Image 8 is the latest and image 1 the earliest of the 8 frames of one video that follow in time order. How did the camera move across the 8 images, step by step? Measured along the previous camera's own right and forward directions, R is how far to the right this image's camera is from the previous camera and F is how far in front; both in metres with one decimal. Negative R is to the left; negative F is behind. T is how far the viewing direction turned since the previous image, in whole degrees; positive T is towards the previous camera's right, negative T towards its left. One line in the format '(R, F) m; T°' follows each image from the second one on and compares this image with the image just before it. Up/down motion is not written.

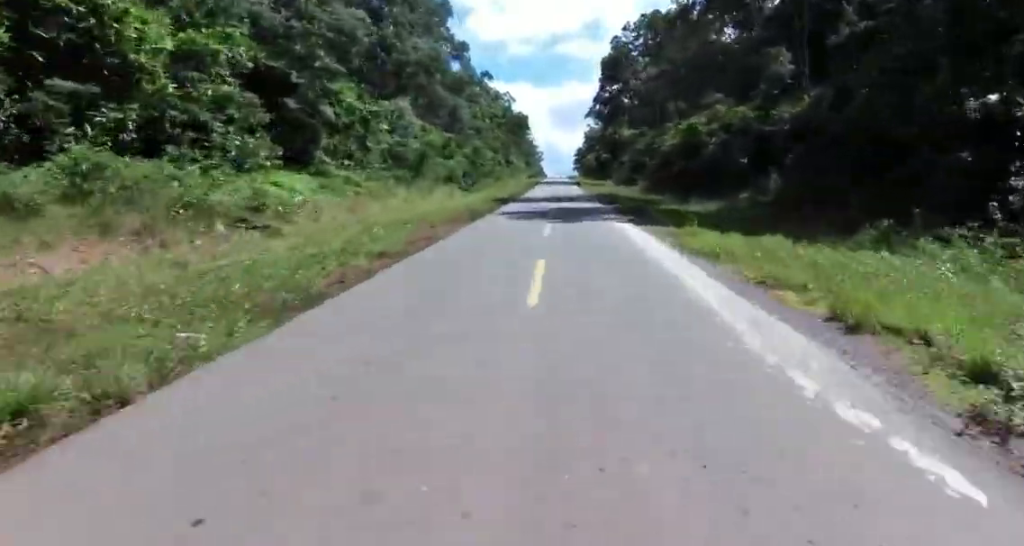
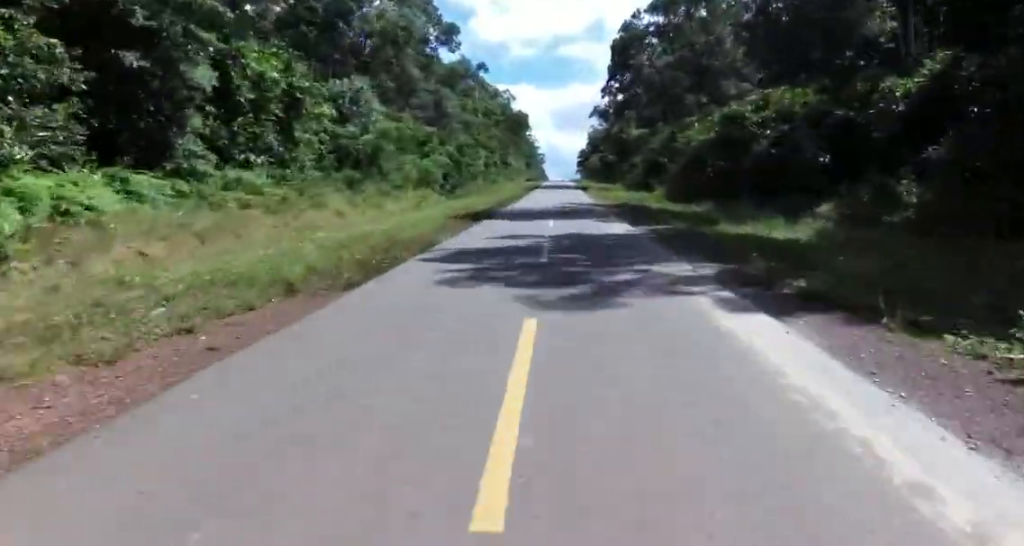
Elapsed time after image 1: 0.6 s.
(-0.2, +12.6) m; -1°
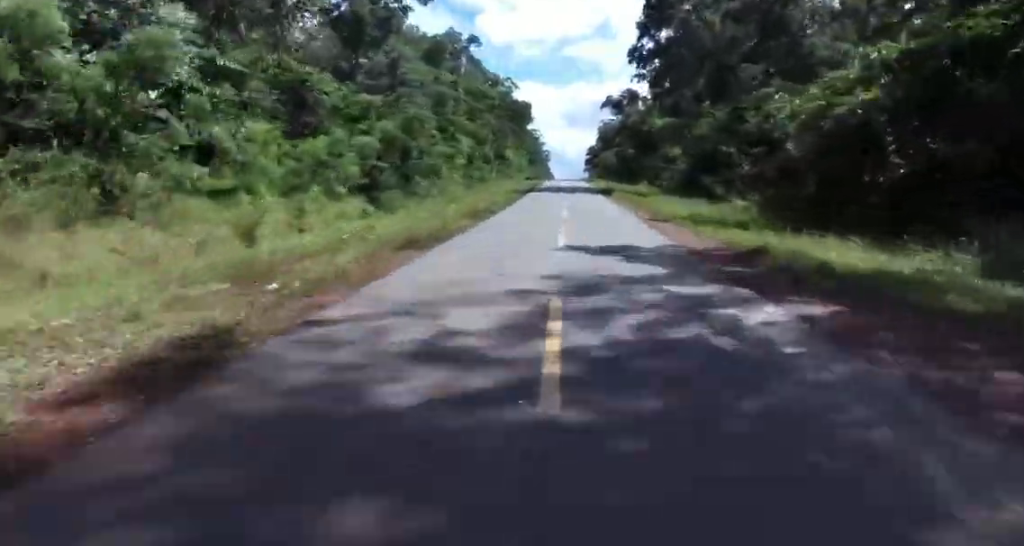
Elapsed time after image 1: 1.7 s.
(-0.1, +22.8) m; 0°
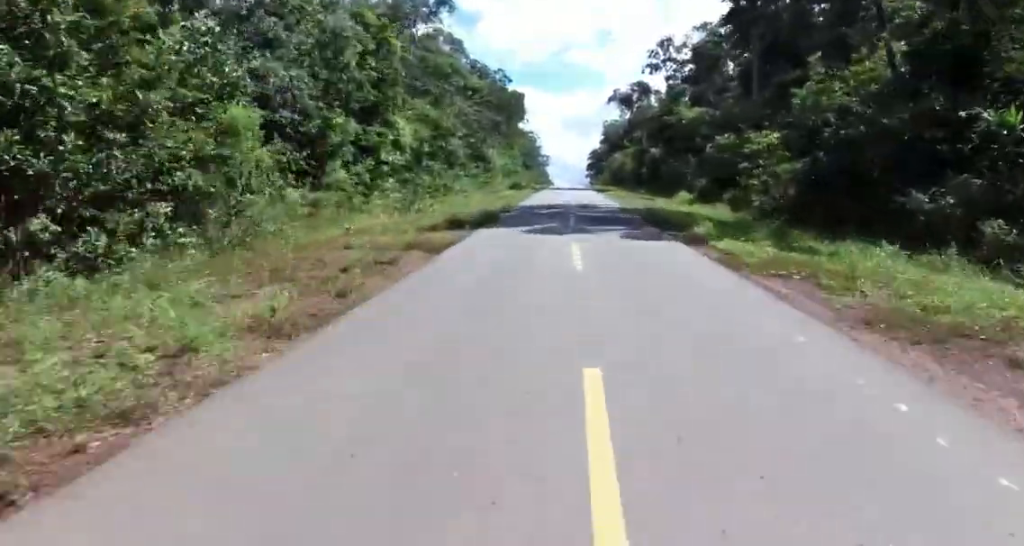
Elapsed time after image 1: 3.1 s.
(0.0, +28.2) m; 0°
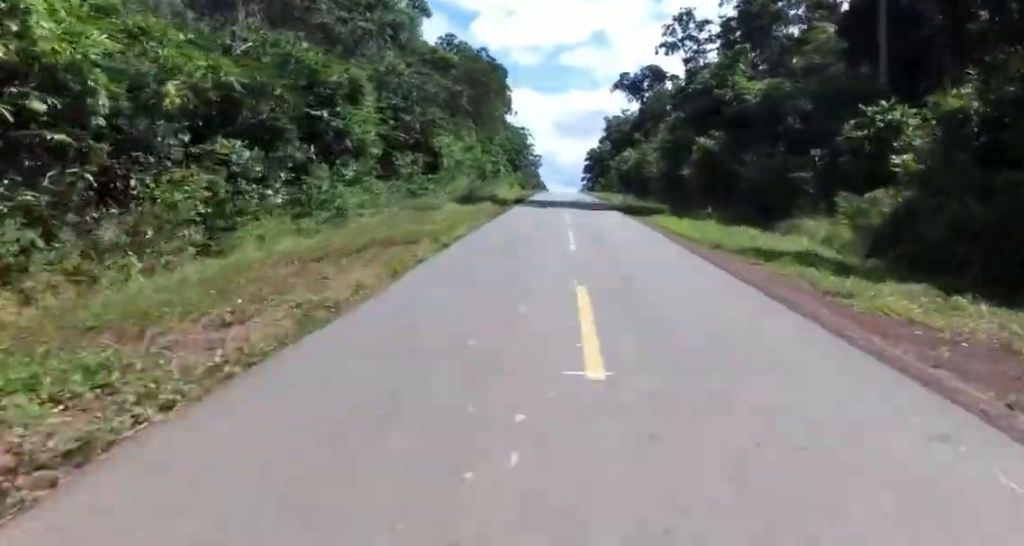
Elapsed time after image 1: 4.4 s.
(0.0, +30.1) m; 0°
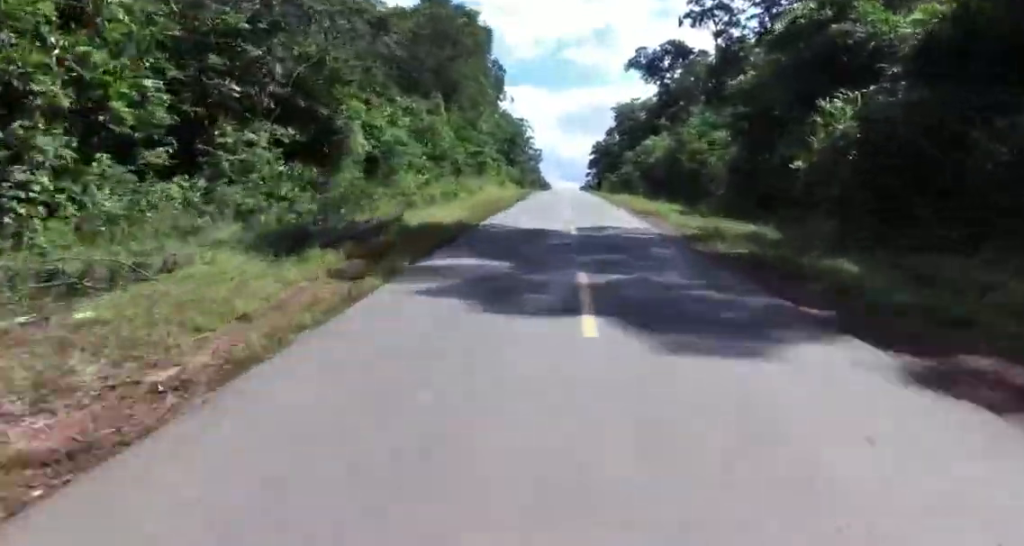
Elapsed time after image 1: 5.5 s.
(0.0, +23.4) m; 0°
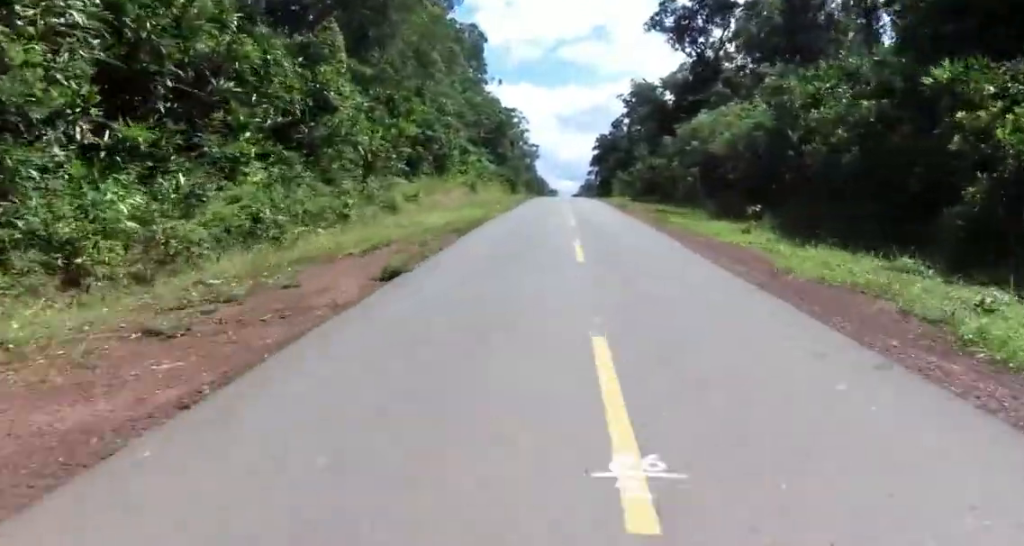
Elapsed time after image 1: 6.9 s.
(-0.2, +28.3) m; -1°
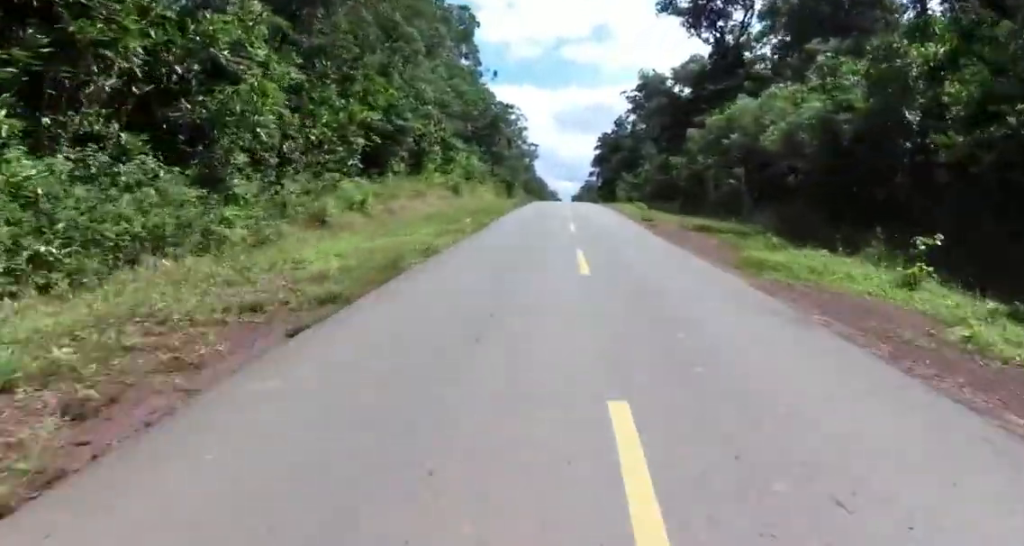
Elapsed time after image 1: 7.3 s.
(0.0, +9.8) m; +1°
